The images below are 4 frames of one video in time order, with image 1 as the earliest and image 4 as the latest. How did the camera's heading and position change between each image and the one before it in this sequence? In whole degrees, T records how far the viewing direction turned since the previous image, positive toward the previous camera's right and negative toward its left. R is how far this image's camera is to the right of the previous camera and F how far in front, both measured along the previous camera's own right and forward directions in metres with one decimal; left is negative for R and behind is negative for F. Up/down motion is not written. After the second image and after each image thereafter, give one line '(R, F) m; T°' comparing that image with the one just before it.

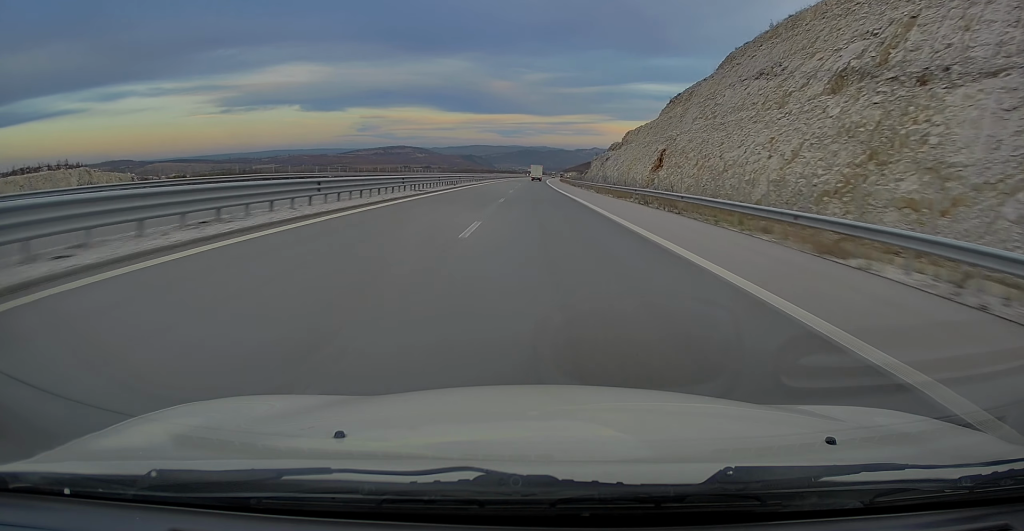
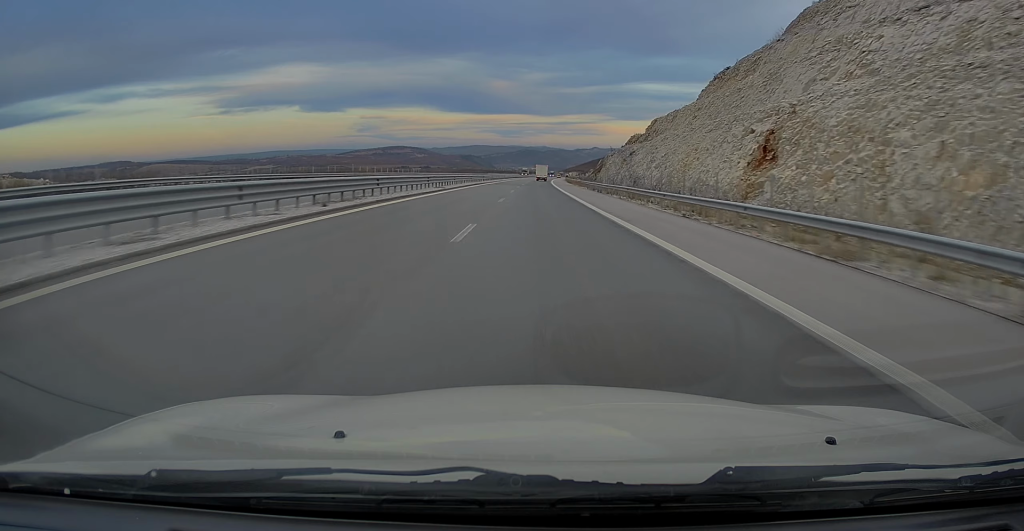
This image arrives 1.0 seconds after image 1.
(+0.3, +32.2) m; 0°
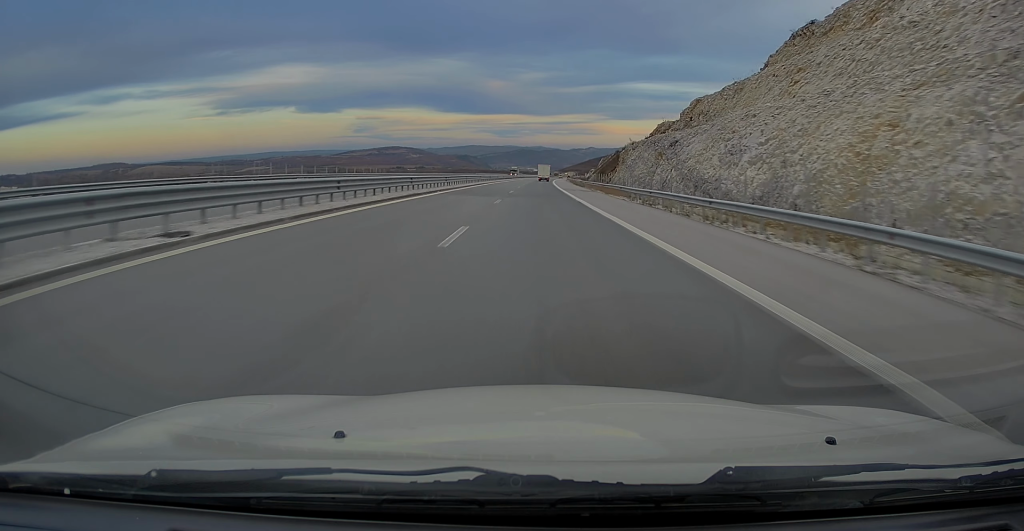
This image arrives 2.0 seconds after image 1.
(-0.2, +32.3) m; 0°
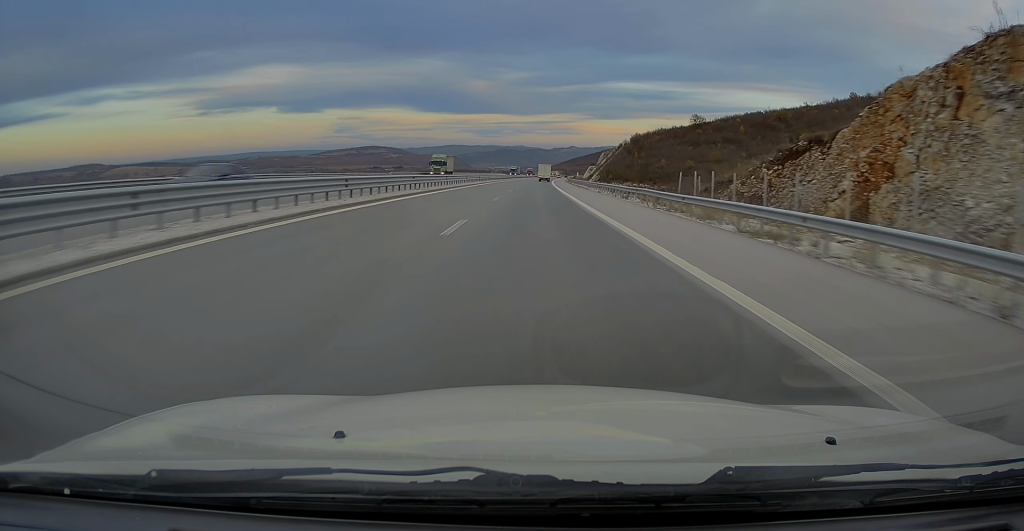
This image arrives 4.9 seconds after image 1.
(+1.5, +92.5) m; +2°
